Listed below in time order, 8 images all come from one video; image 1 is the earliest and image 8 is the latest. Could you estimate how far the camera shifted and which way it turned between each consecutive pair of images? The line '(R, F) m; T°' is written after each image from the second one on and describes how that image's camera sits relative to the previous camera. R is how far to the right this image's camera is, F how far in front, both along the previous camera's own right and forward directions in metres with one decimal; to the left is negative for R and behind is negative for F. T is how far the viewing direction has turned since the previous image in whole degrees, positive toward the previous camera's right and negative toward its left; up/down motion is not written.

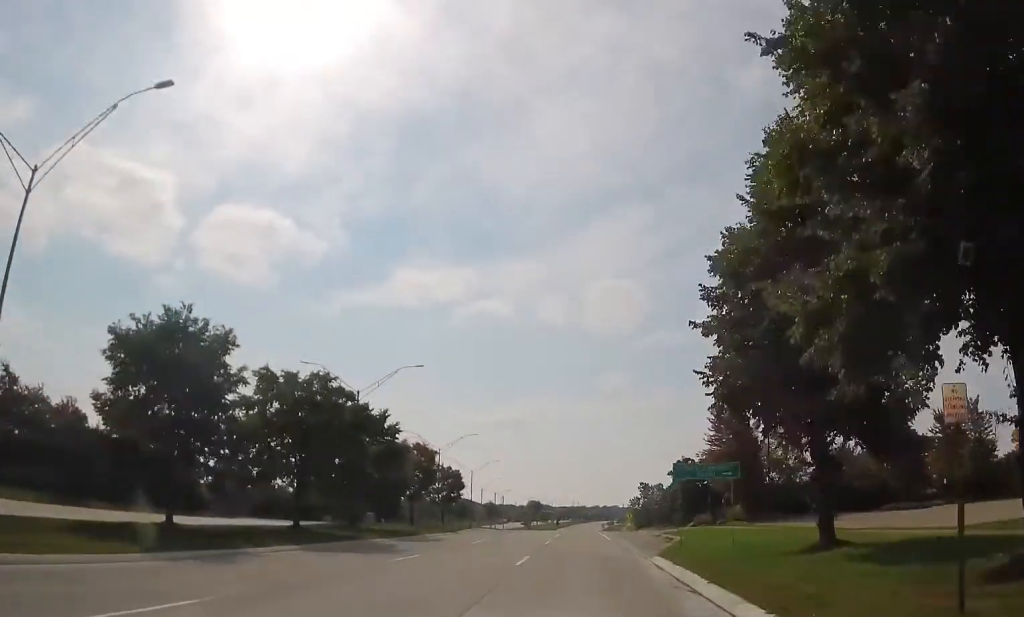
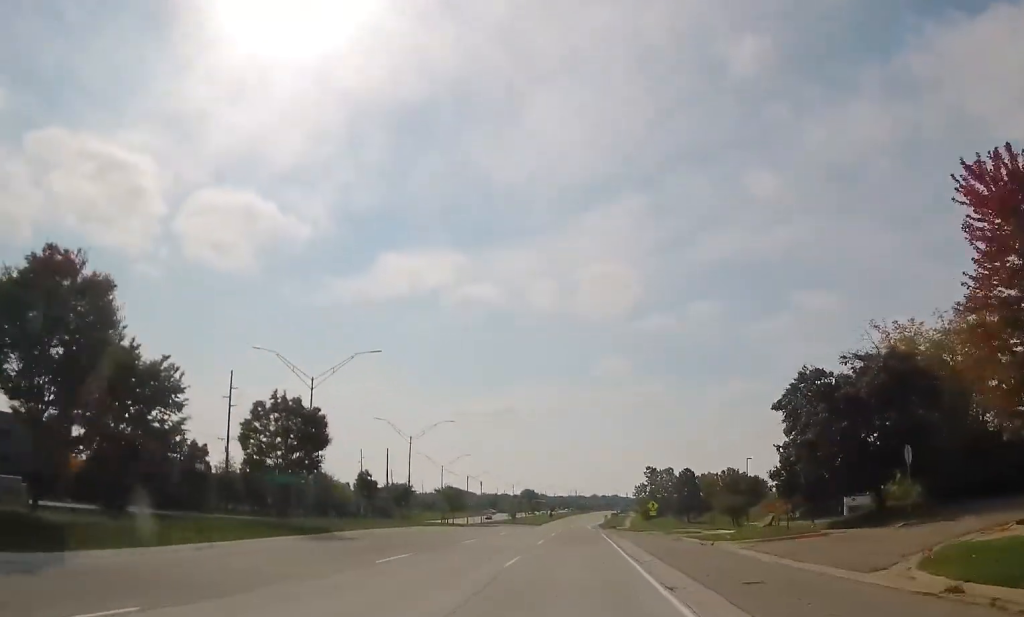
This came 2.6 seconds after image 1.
(-0.4, +50.7) m; 0°
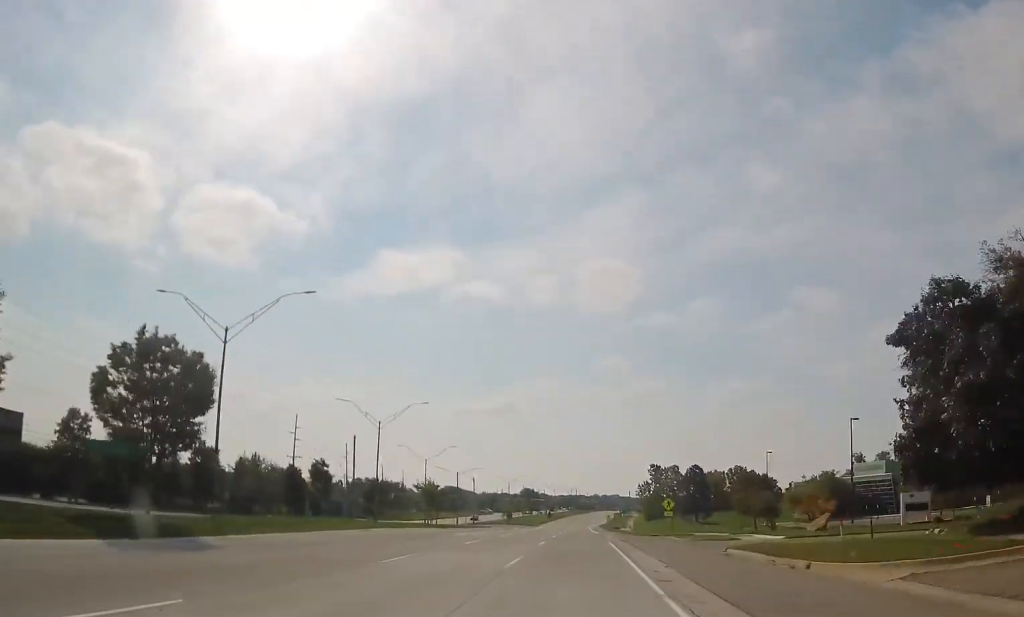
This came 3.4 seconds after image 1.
(0.0, +14.7) m; 0°
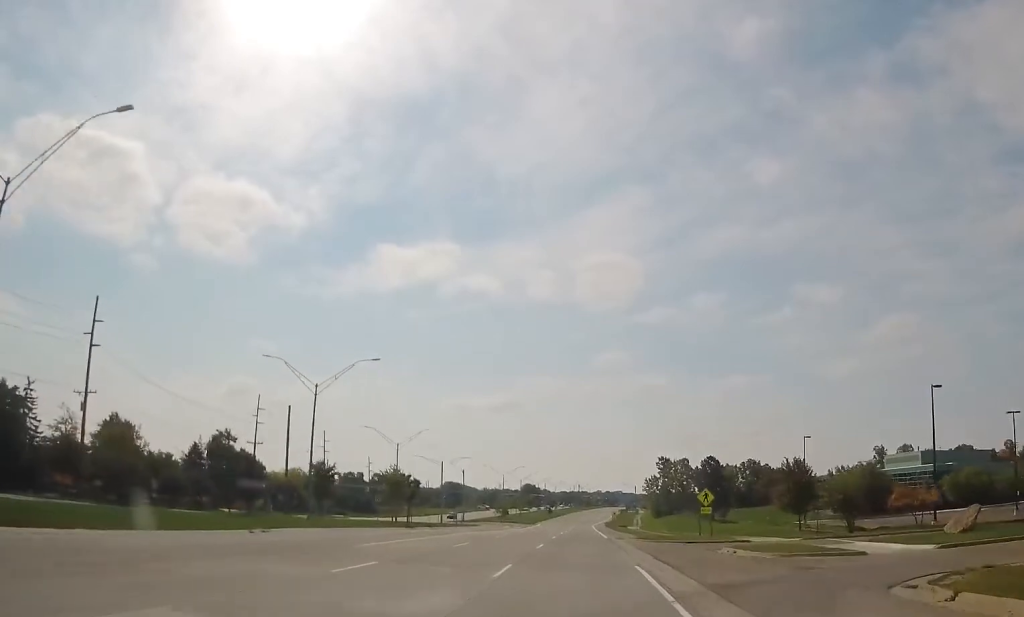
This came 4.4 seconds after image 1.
(0.0, +19.6) m; 0°
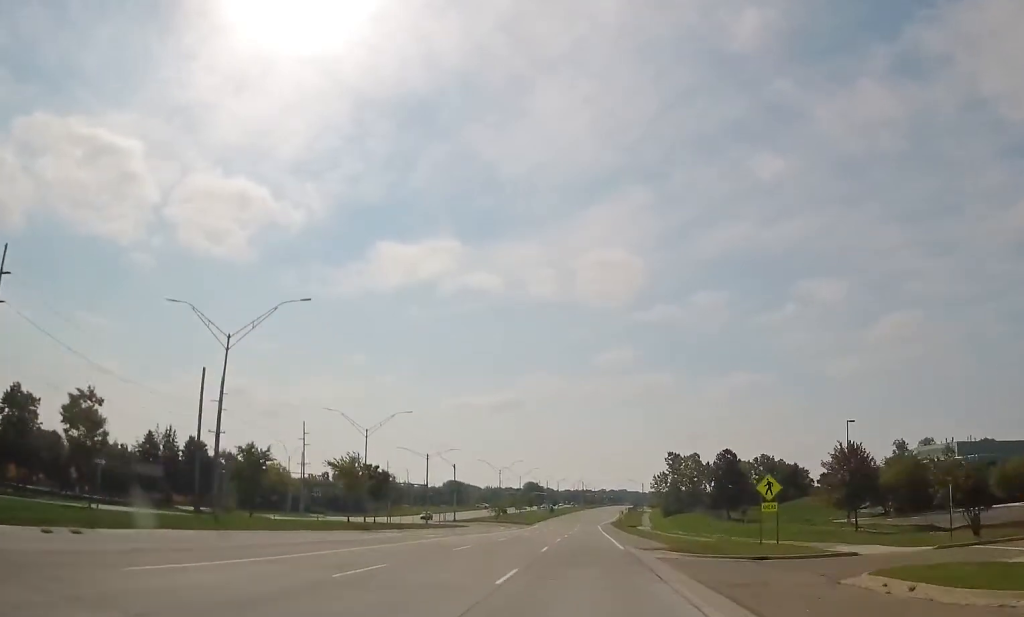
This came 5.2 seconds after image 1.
(0.0, +15.8) m; 0°
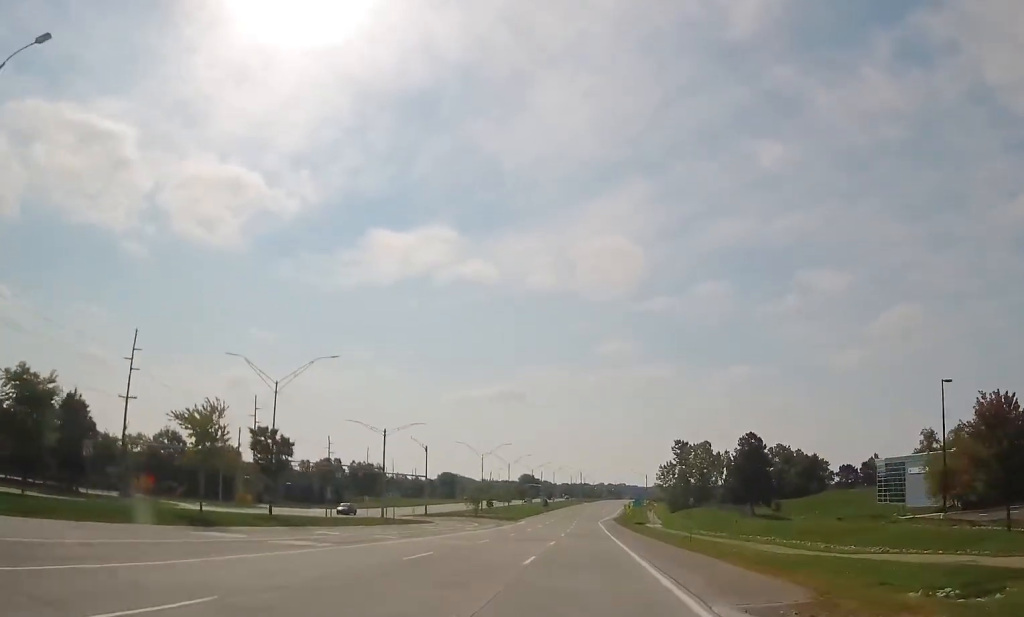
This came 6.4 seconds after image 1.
(0.0, +24.7) m; -2°
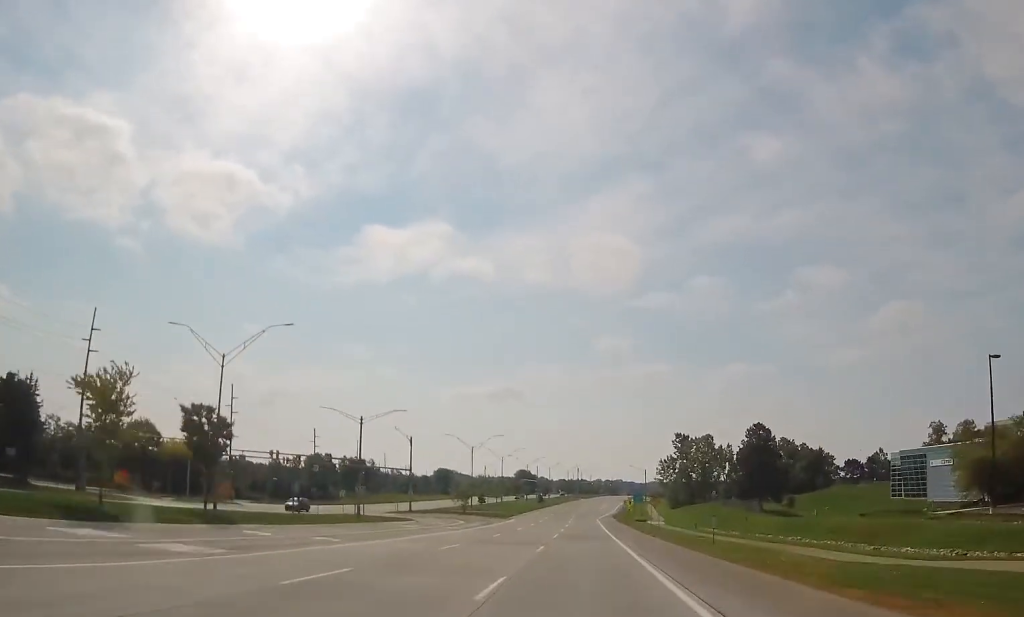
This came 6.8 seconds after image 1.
(-0.3, +8.8) m; 0°
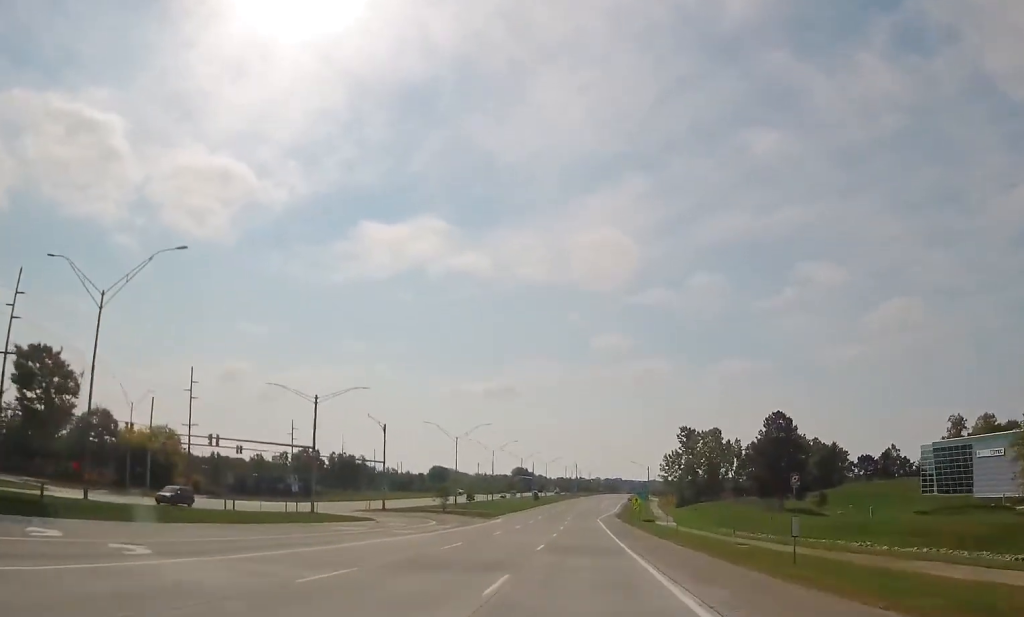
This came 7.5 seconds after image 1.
(-0.3, +14.3) m; 0°
